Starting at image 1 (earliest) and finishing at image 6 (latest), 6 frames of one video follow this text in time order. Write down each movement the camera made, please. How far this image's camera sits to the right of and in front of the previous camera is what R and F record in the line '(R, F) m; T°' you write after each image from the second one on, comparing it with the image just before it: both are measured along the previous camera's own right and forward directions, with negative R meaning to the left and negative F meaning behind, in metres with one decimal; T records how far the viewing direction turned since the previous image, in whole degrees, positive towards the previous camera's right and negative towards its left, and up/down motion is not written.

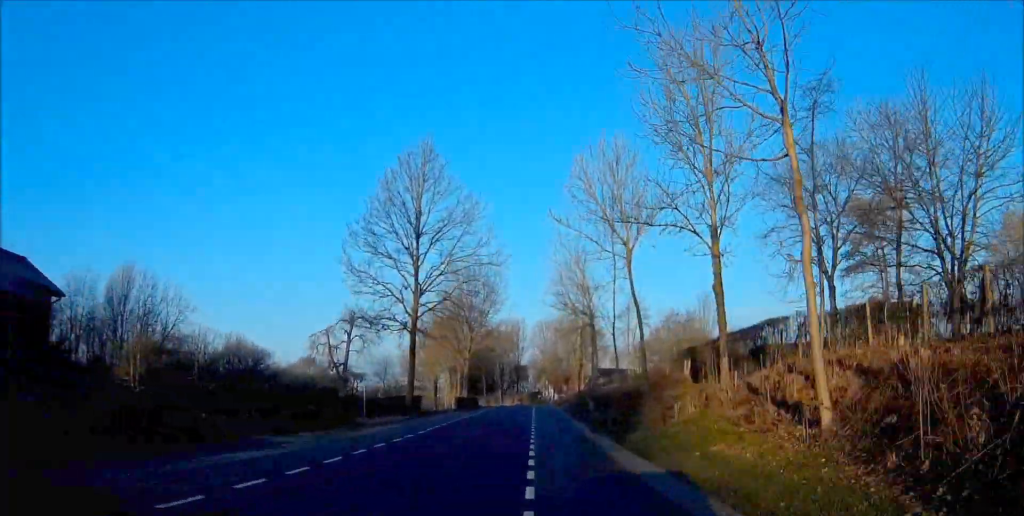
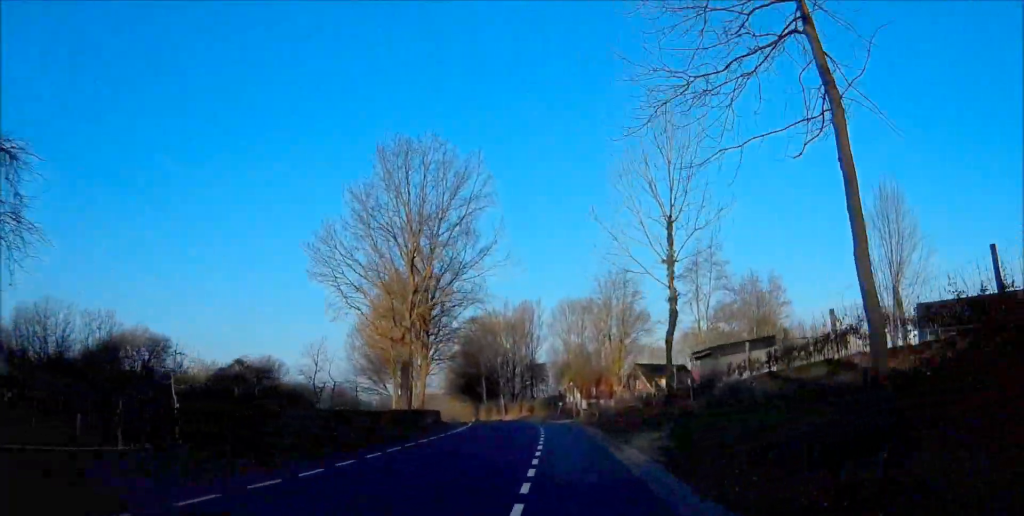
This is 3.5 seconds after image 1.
(-0.1, +45.0) m; -1°
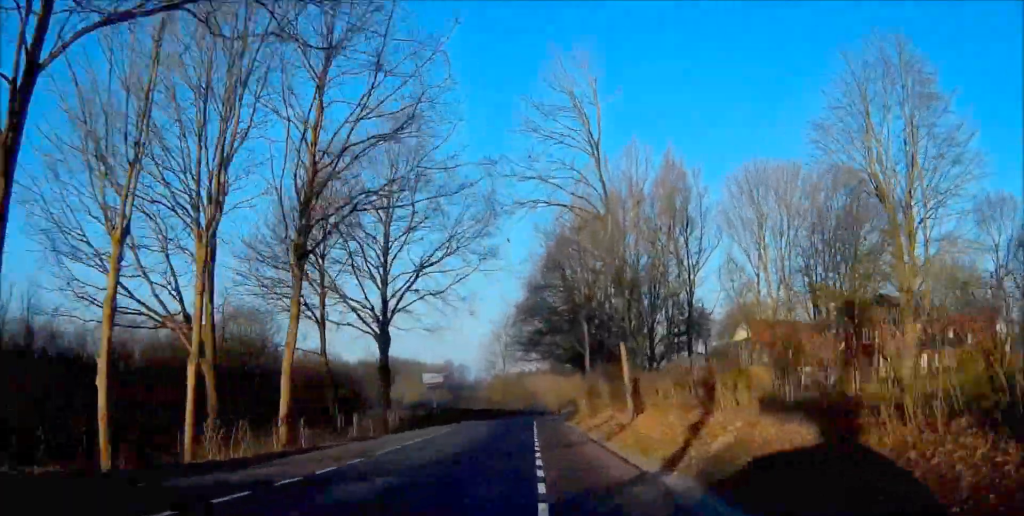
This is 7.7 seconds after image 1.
(-5.8, +63.6) m; -11°
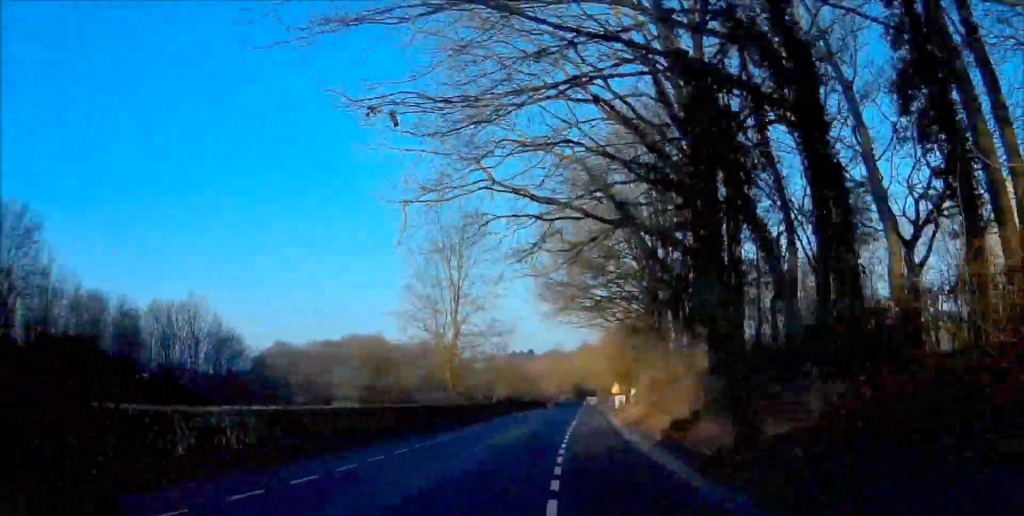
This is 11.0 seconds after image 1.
(+0.9, +53.6) m; +4°
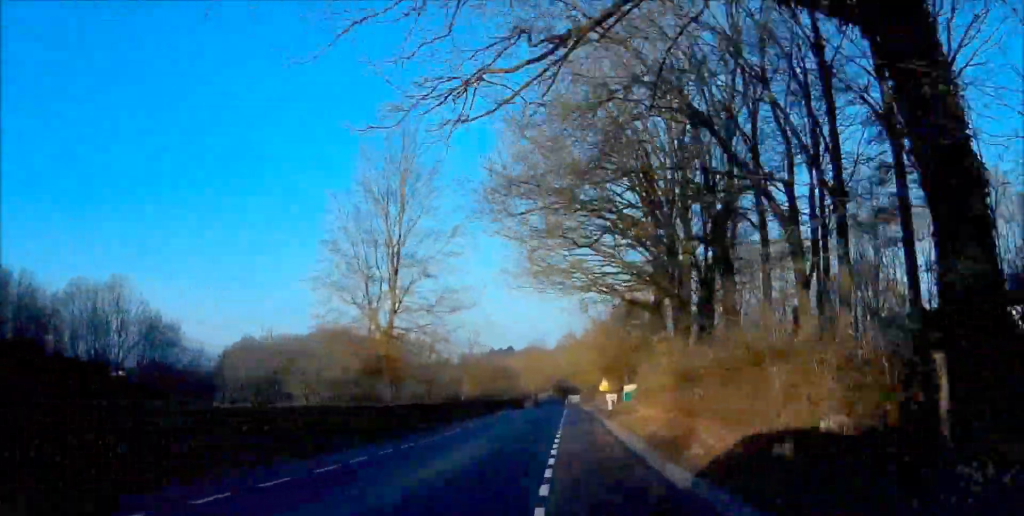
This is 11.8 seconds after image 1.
(+0.2, +13.0) m; +1°
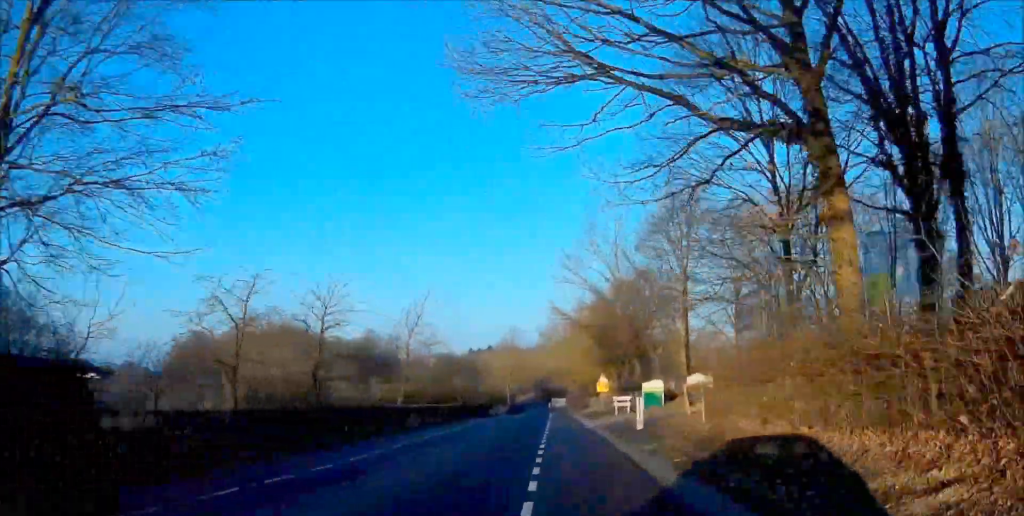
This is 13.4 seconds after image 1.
(+0.4, +26.2) m; 0°
